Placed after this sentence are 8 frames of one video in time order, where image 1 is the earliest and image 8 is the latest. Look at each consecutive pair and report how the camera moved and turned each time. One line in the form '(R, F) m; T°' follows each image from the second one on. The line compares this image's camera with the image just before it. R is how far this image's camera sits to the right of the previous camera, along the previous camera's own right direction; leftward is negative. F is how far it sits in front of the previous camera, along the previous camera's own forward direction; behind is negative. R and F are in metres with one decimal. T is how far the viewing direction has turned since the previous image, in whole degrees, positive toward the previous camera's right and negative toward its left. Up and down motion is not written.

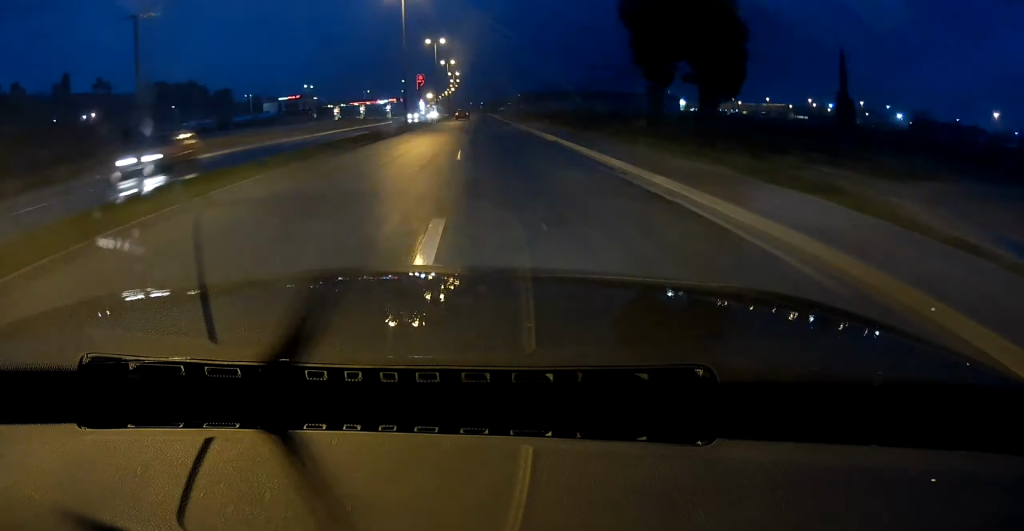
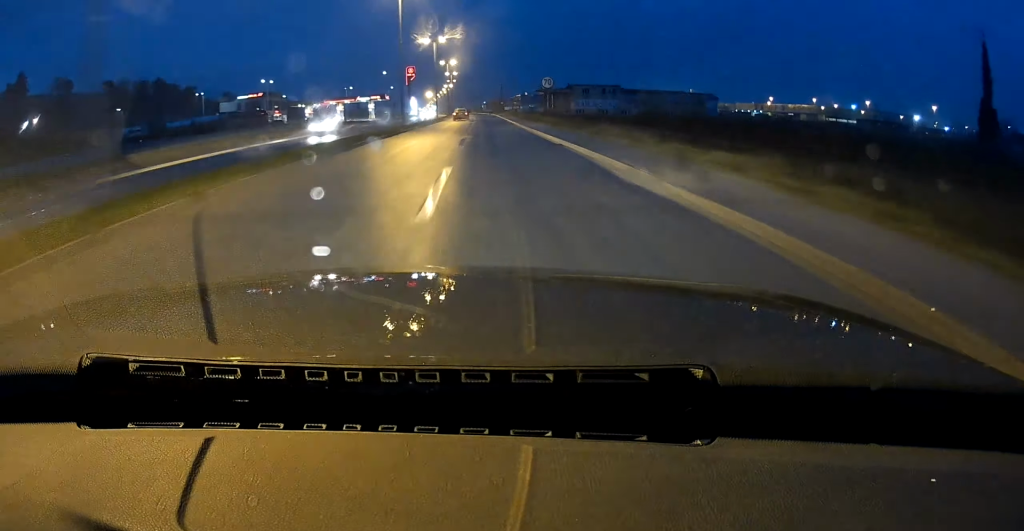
(-0.1, +38.1) m; 0°
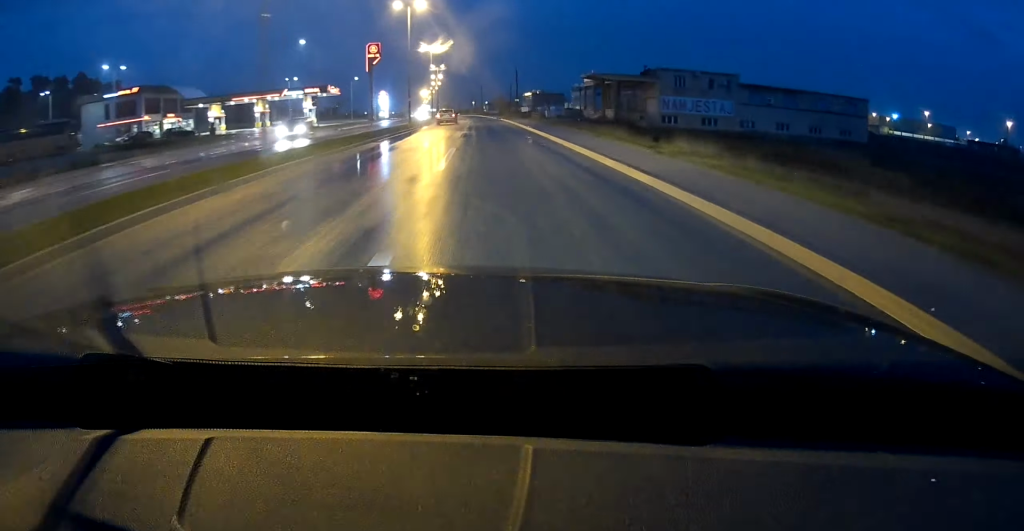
(+0.1, +65.2) m; 0°
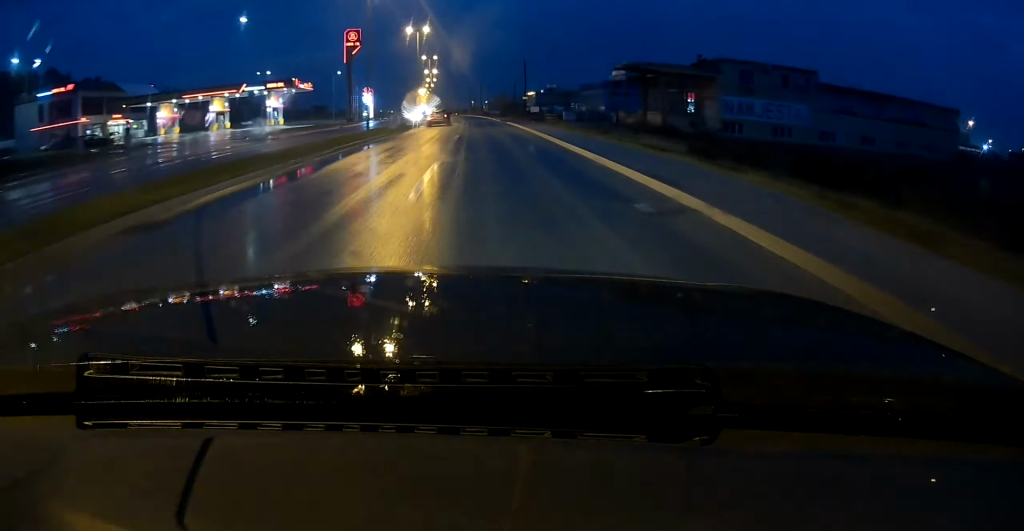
(-0.1, +19.4) m; 0°
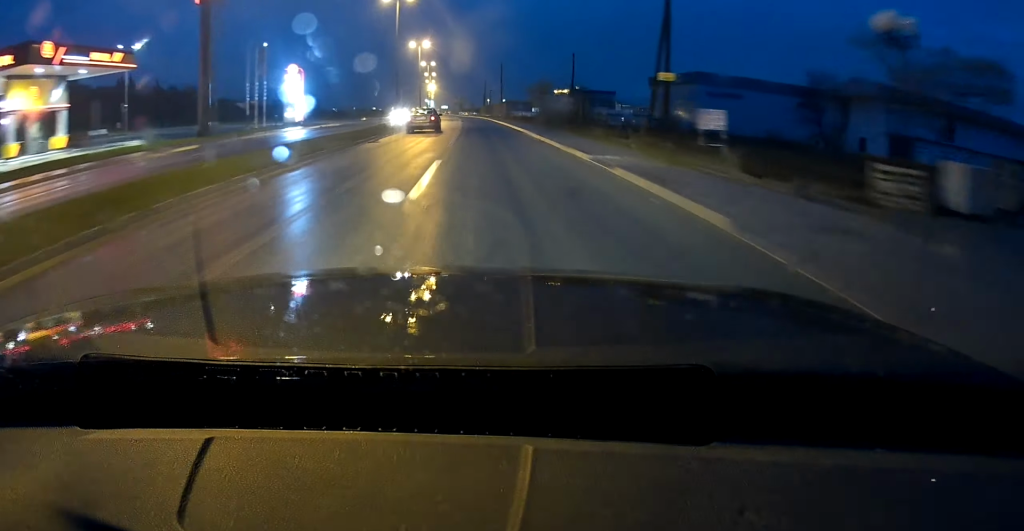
(-0.6, +58.2) m; -1°
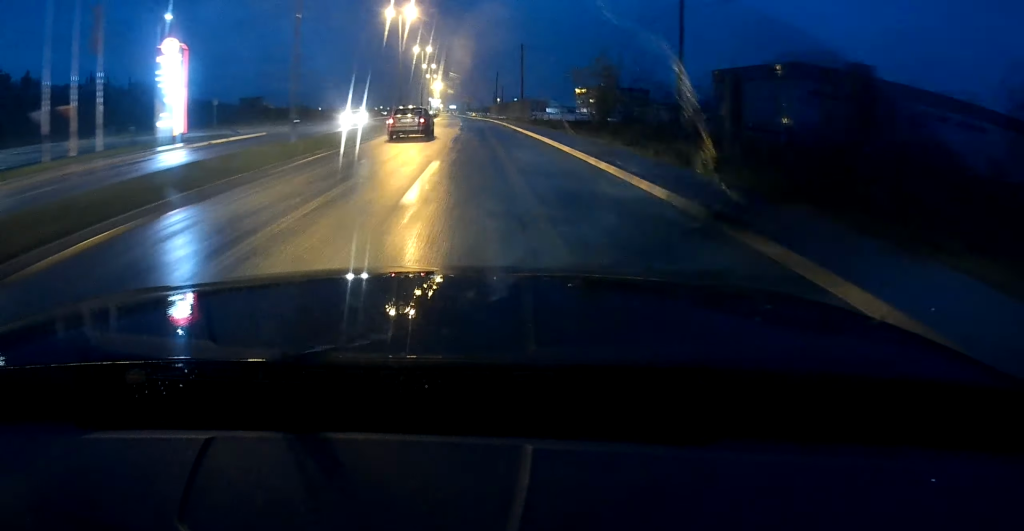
(-0.1, +29.6) m; -1°
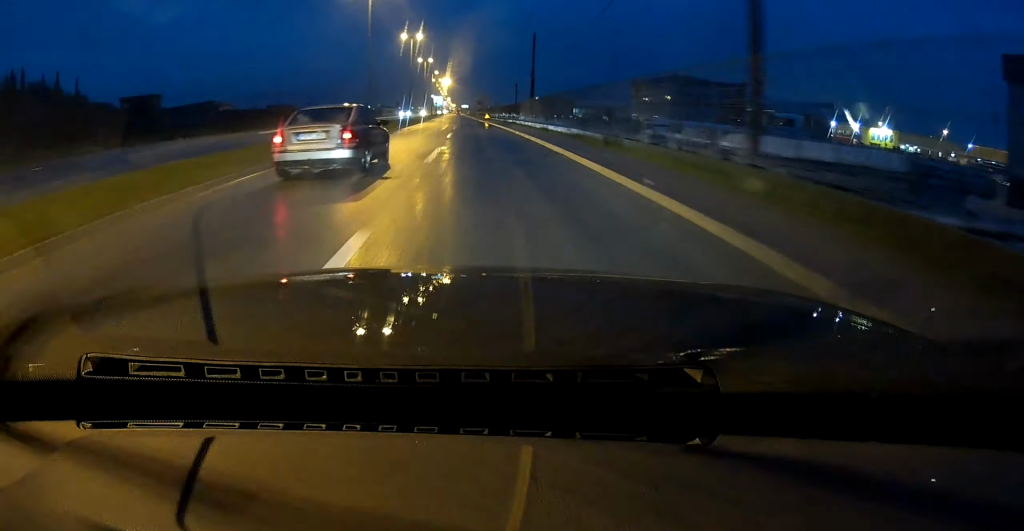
(-0.6, +54.1) m; -1°
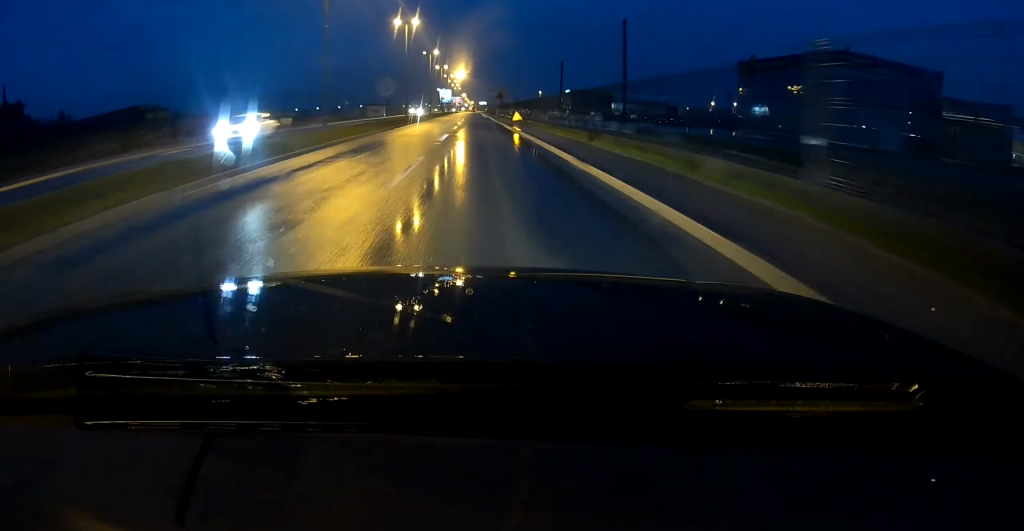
(-0.6, +48.8) m; -1°
